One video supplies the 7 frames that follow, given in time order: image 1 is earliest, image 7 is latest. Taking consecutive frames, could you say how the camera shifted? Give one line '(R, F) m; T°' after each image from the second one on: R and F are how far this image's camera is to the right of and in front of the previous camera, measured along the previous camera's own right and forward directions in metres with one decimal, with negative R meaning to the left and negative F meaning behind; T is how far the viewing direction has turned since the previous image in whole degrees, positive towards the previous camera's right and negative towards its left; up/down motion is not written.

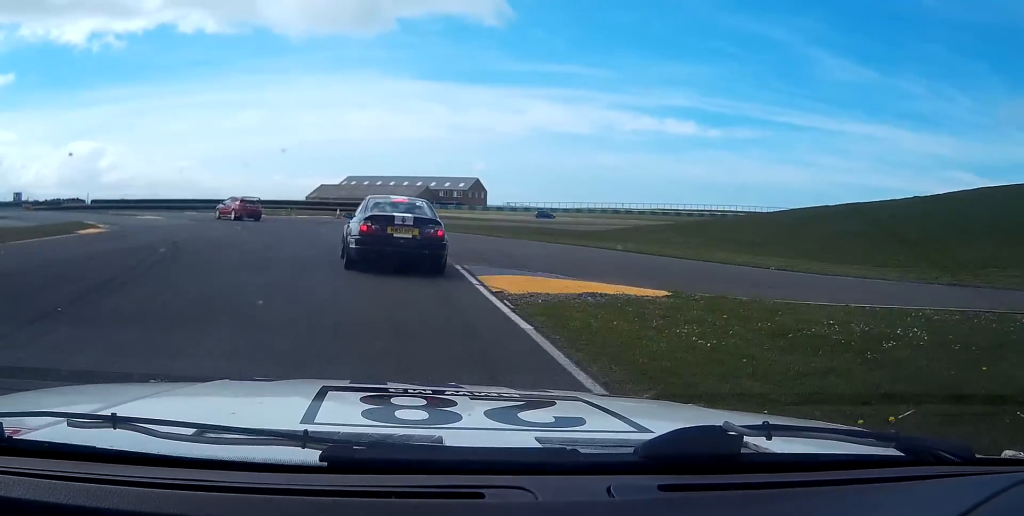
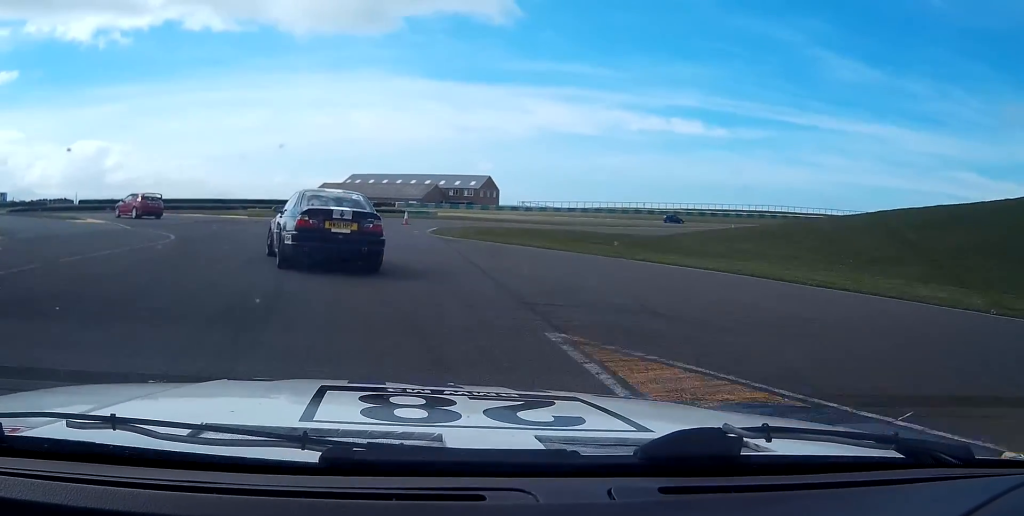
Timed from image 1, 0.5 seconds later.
(+0.3, +11.2) m; -3°
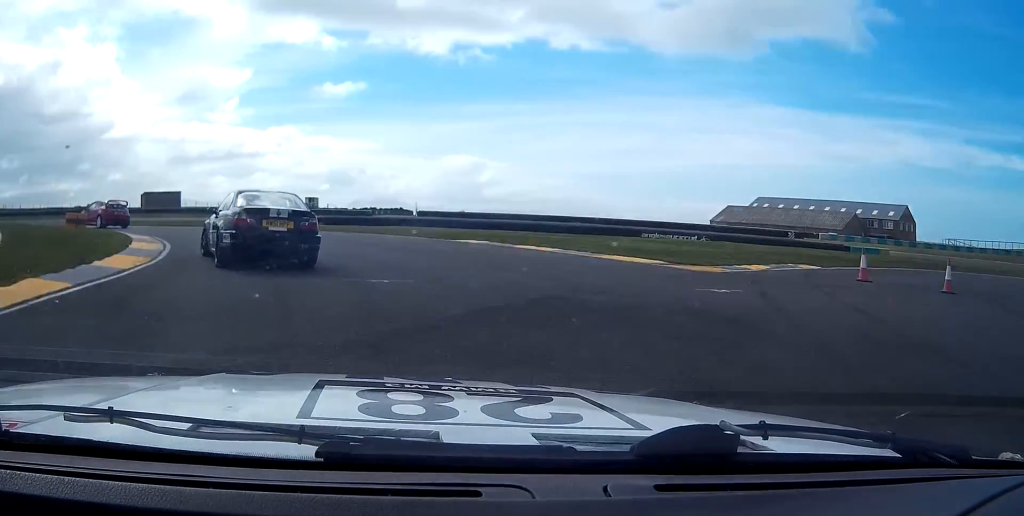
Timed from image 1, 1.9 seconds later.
(-4.5, +29.7) m; -25°
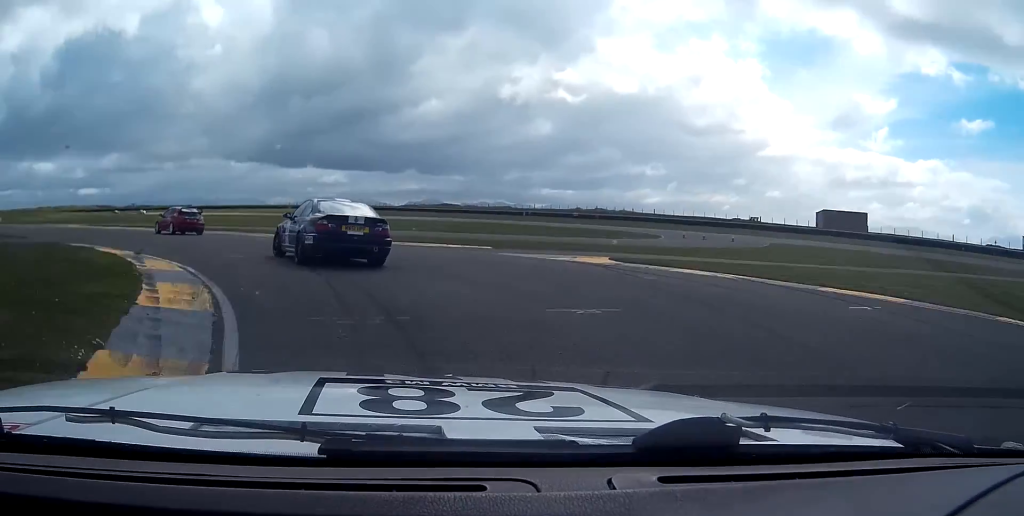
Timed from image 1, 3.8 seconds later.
(-16.9, +35.2) m; -52°
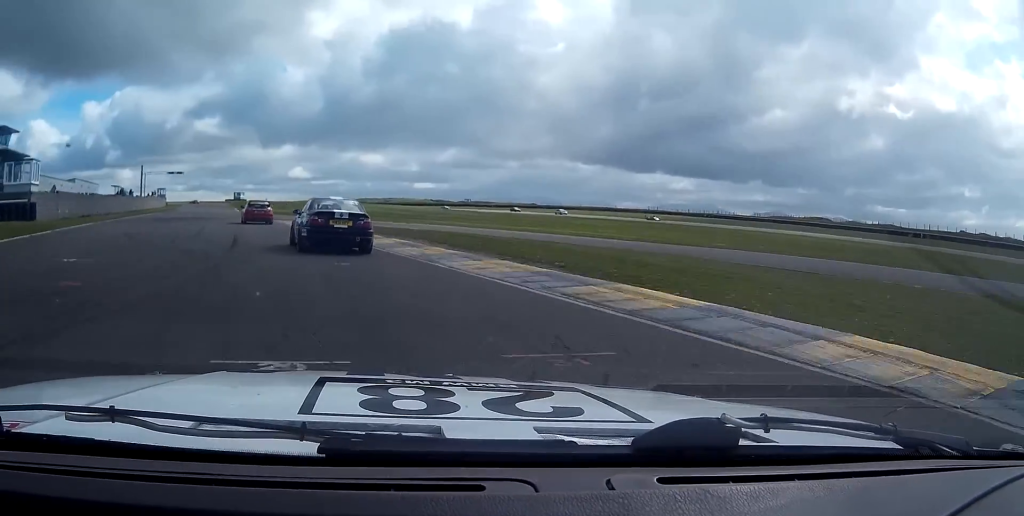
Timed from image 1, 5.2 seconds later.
(-9.3, +30.5) m; -27°
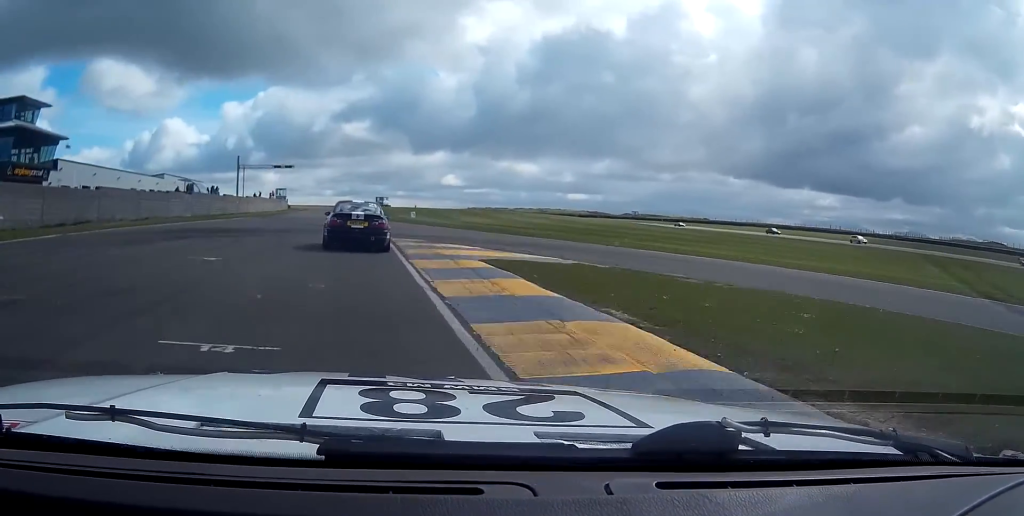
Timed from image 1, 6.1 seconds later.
(-3.3, +26.3) m; -11°
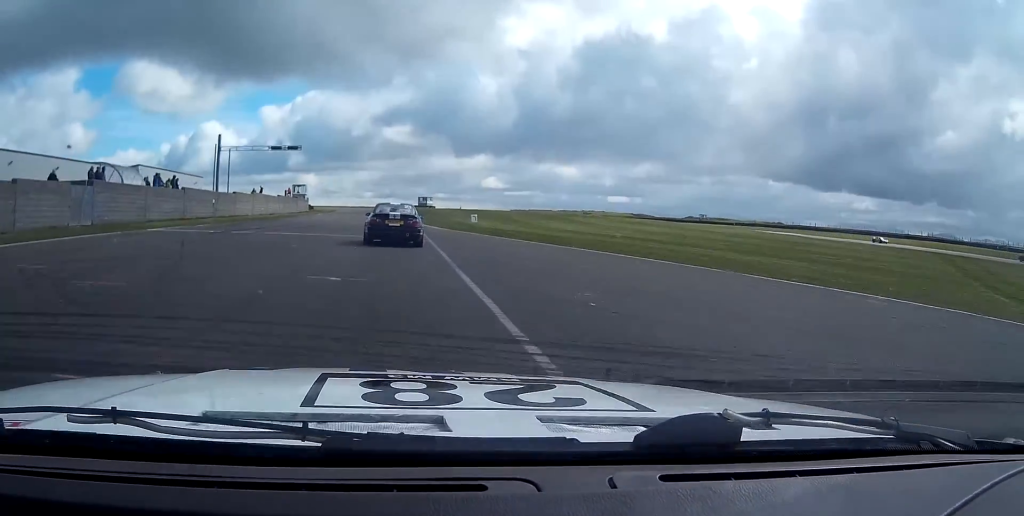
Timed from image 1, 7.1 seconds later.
(-2.0, +30.7) m; -4°
